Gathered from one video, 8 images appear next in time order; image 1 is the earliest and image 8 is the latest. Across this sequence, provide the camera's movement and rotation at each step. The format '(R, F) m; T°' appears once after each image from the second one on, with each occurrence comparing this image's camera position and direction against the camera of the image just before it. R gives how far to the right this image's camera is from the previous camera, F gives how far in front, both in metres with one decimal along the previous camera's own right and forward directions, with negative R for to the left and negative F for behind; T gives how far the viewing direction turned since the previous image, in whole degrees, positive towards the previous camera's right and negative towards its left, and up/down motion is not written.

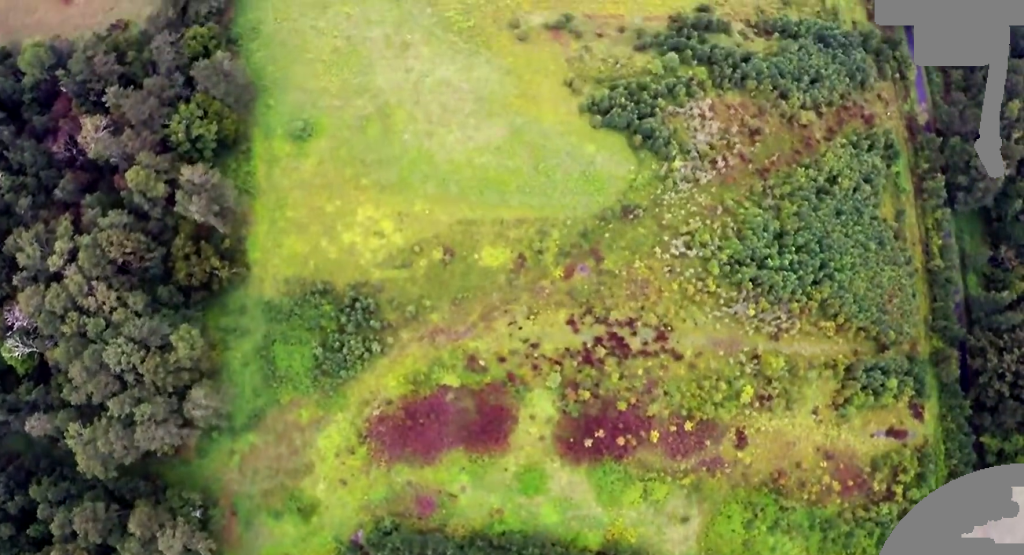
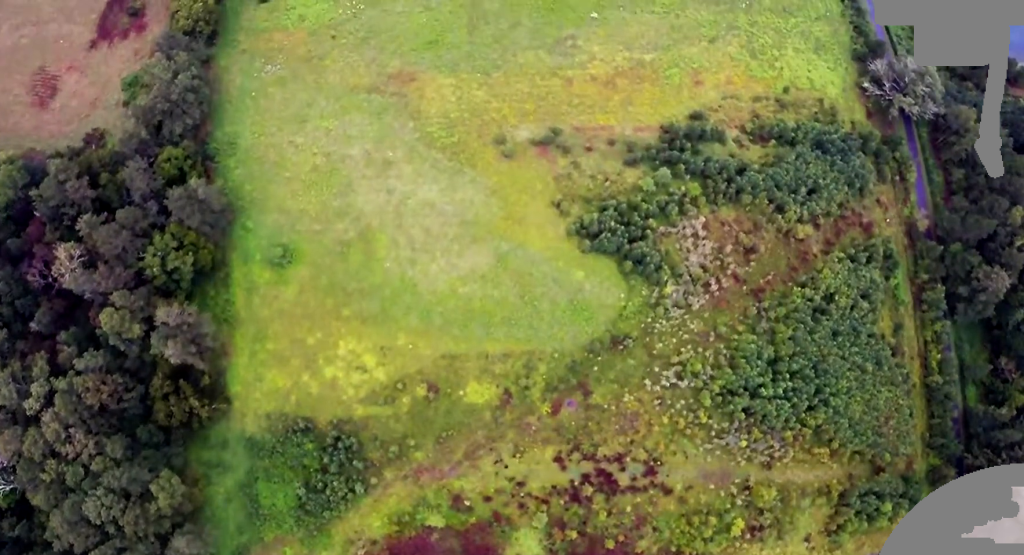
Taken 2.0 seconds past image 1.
(-0.1, +25.5) m; 0°
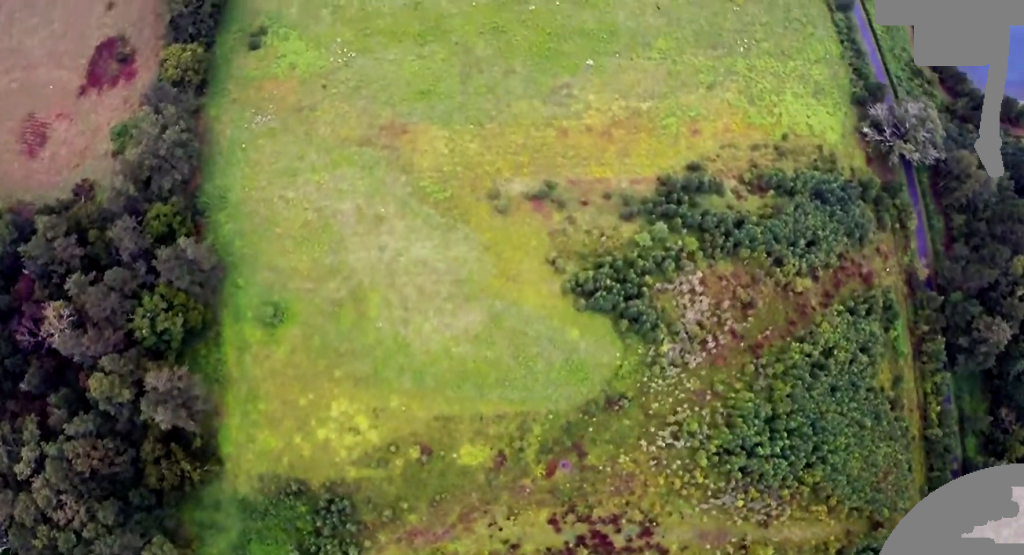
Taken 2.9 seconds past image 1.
(0.0, +11.2) m; 0°
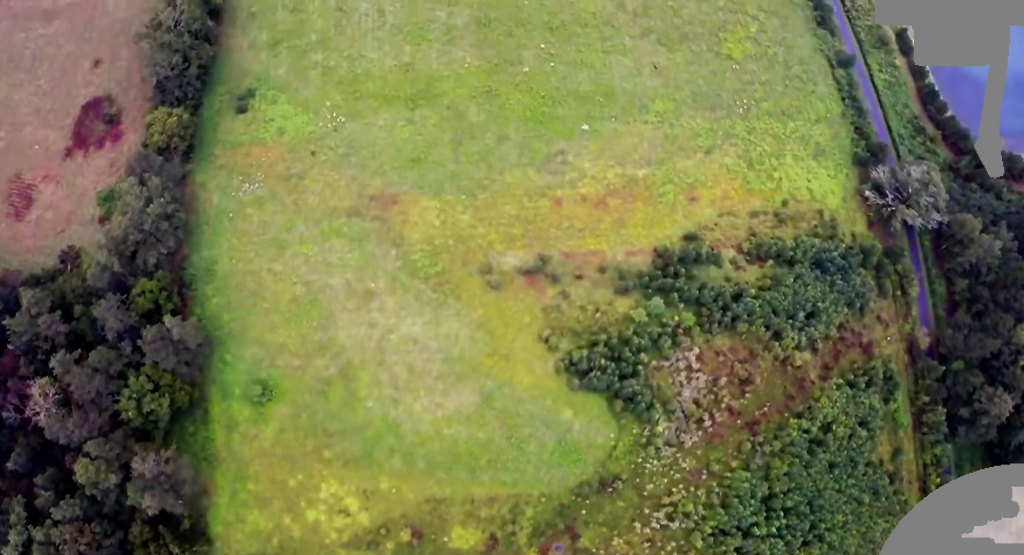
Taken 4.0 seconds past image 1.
(0.0, +14.6) m; 0°
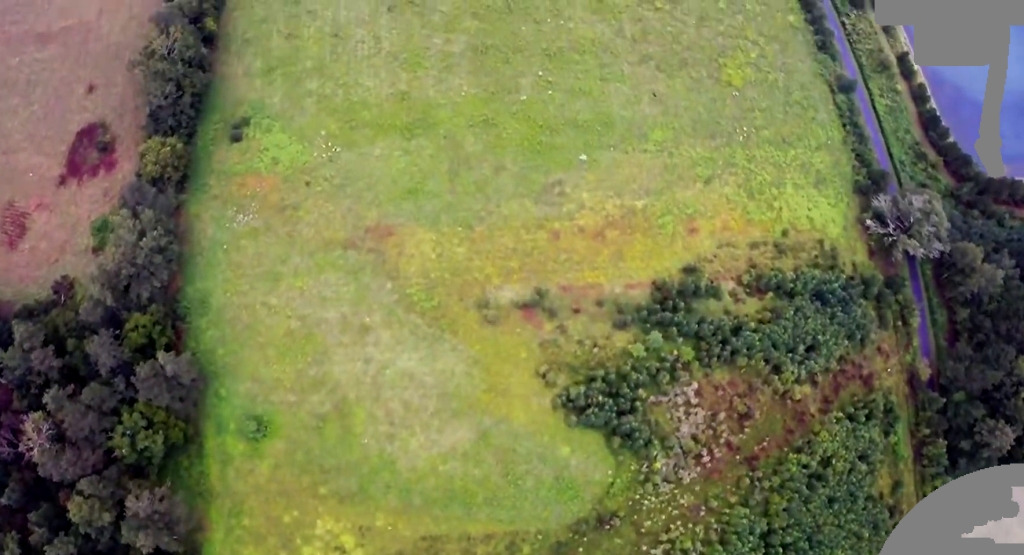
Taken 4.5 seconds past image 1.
(0.0, +6.4) m; 0°
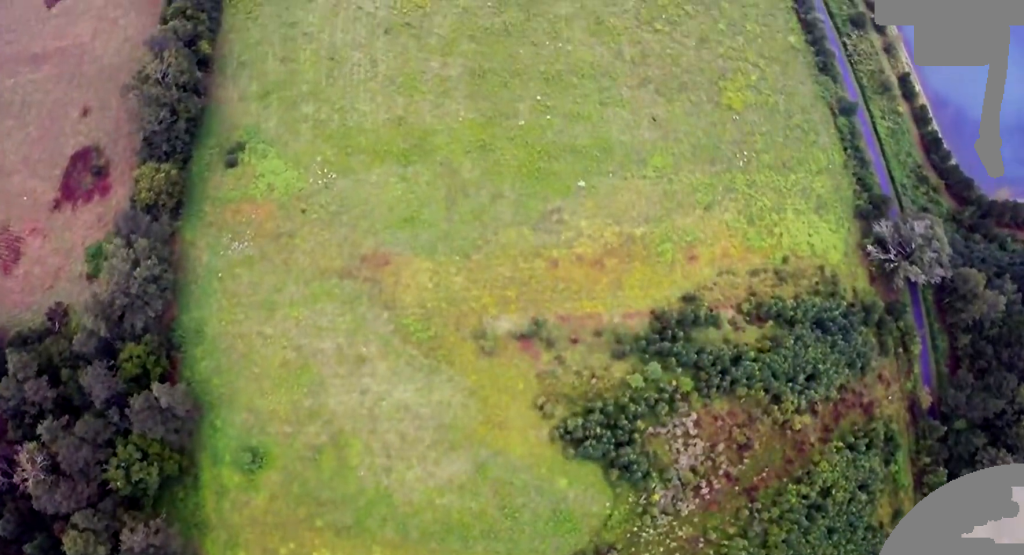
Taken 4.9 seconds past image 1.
(0.0, +5.6) m; 0°
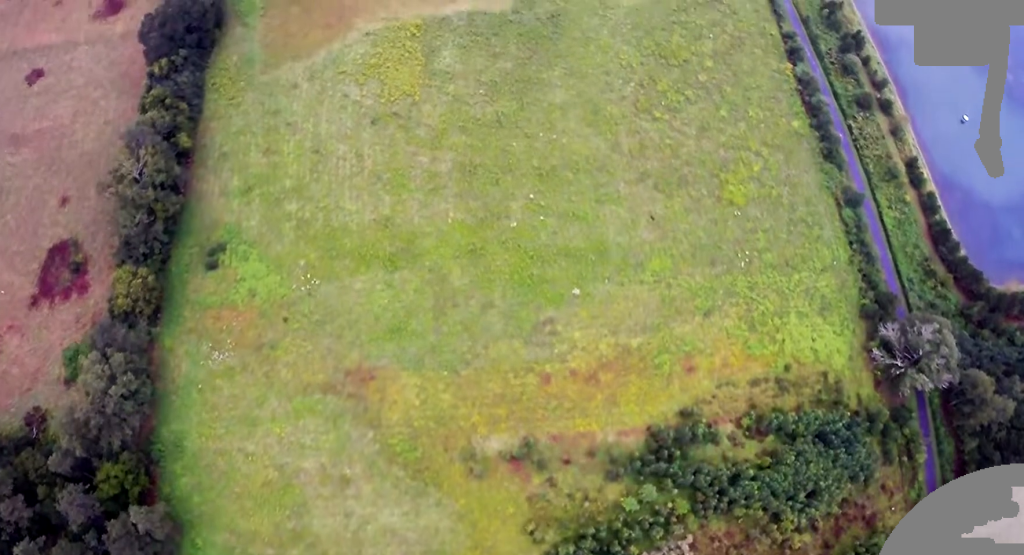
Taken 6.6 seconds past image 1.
(0.0, +21.5) m; 0°
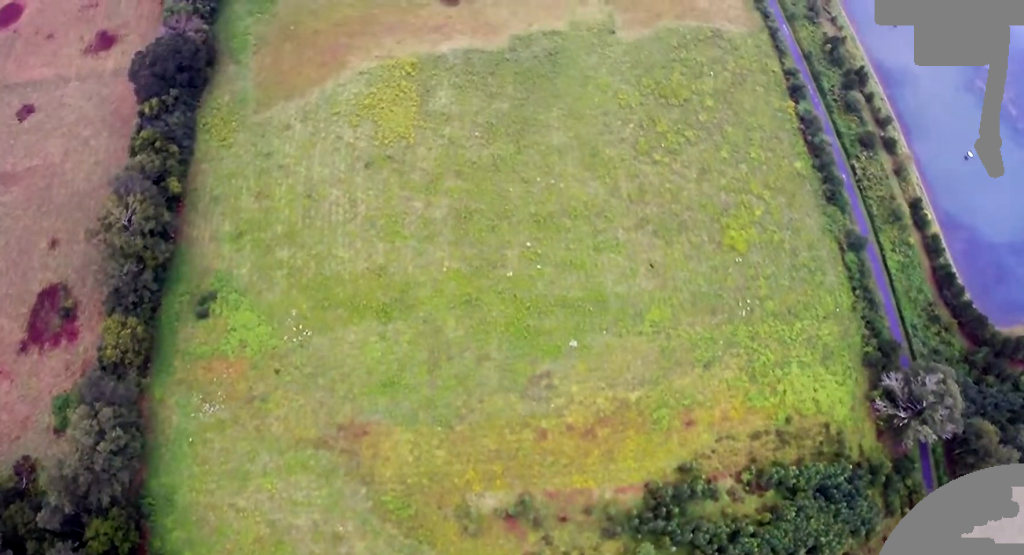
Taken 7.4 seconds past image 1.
(0.0, +9.9) m; 0°
